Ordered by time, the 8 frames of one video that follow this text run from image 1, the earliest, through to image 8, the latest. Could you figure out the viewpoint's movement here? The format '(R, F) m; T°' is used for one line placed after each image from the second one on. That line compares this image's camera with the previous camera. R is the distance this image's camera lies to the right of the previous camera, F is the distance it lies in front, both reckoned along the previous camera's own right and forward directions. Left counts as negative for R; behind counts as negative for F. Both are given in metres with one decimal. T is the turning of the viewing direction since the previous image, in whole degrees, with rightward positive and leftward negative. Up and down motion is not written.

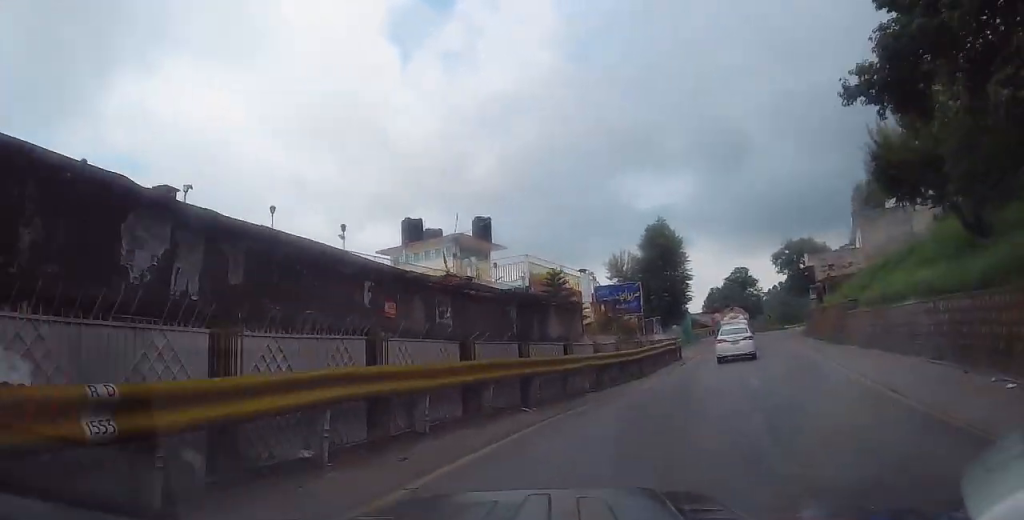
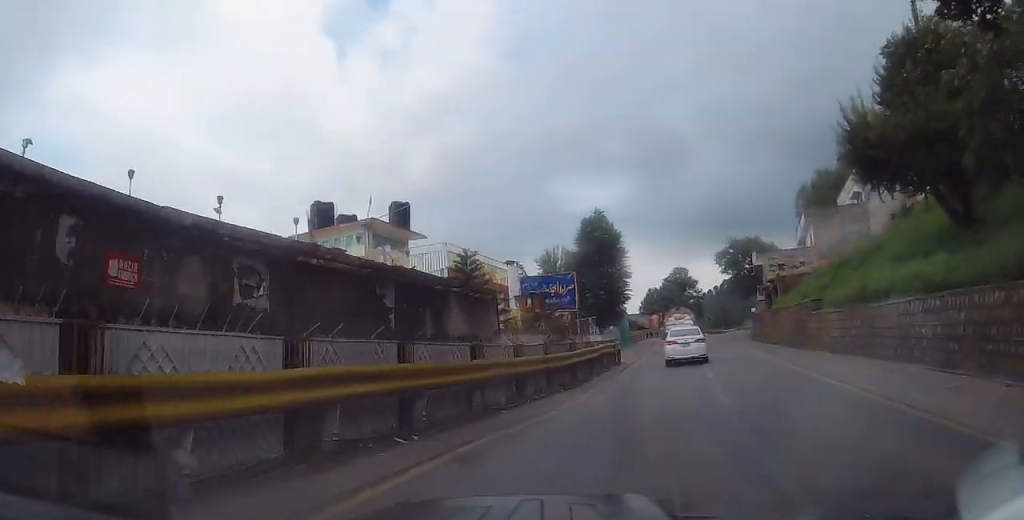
(+0.1, +3.9) m; +5°
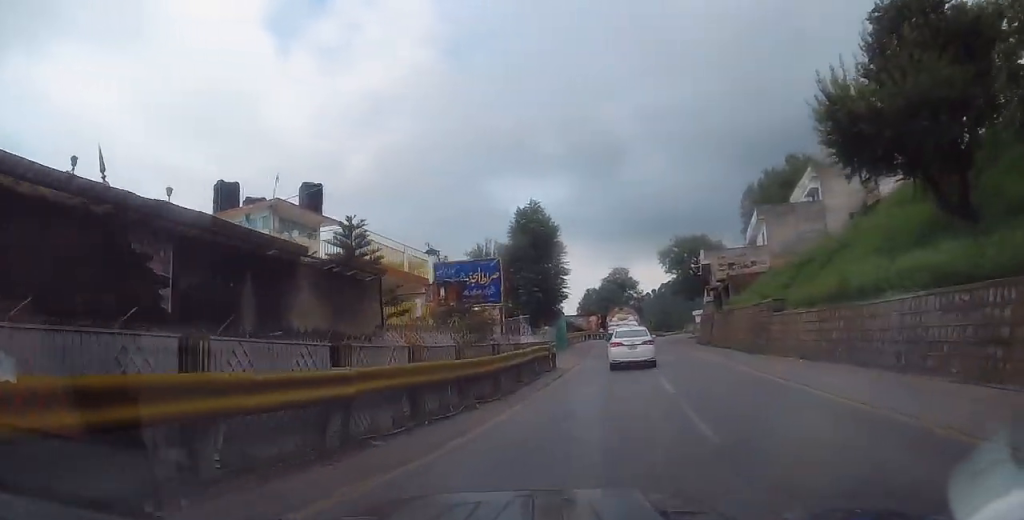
(+0.3, +3.7) m; +1°
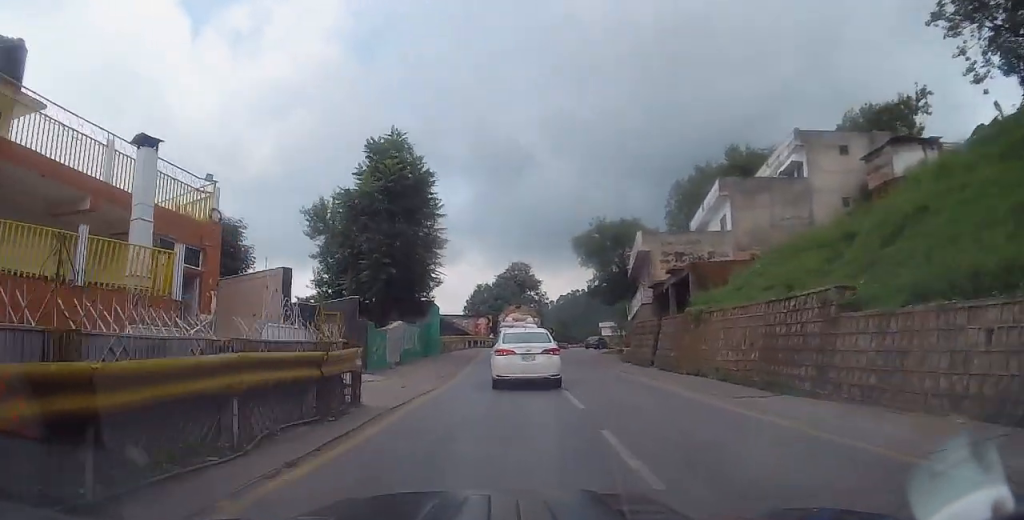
(+0.9, +14.5) m; +7°
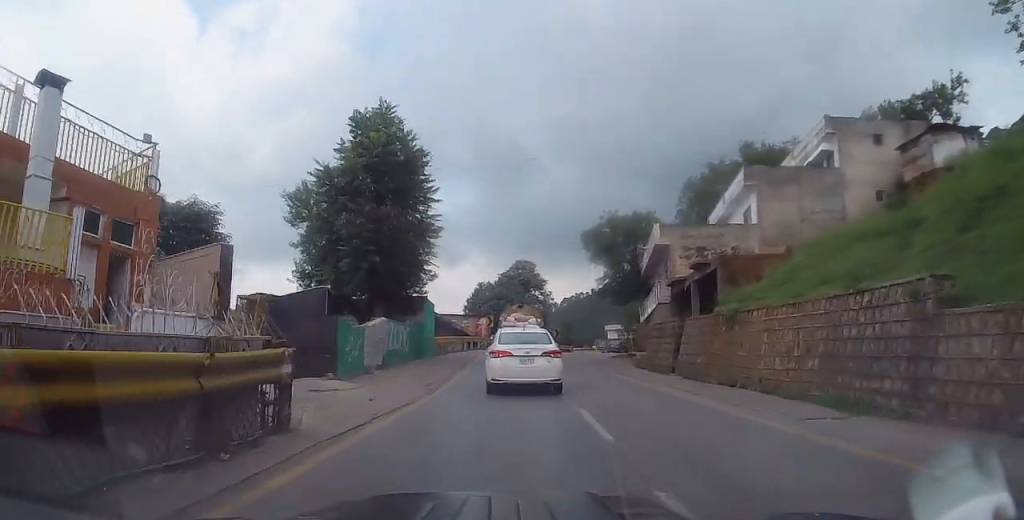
(+0.4, +3.6) m; +1°
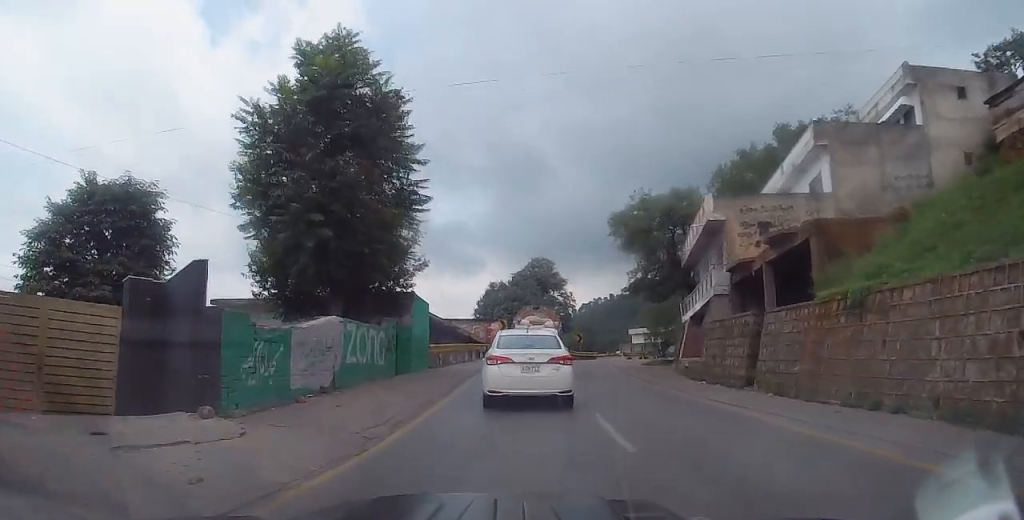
(-0.6, +6.8) m; 0°
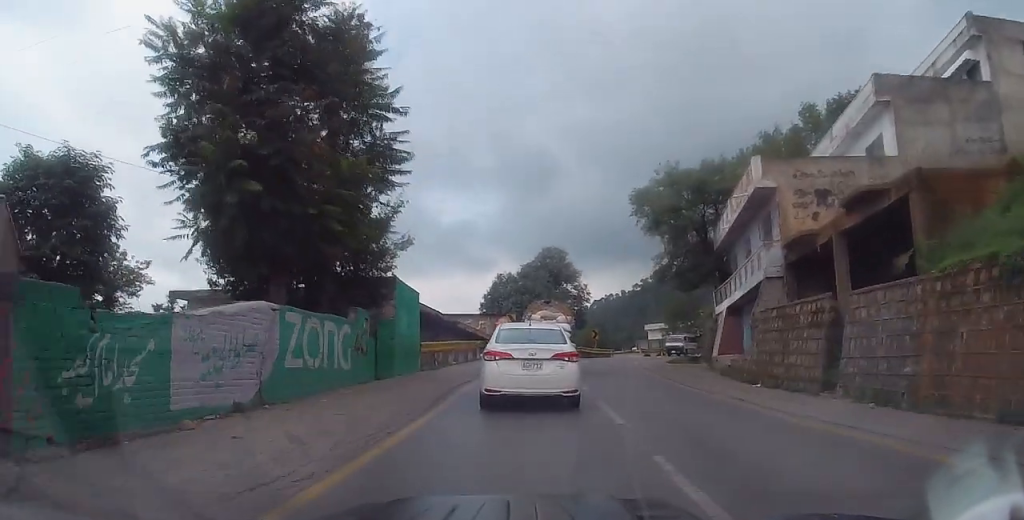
(+0.5, +4.3) m; +3°
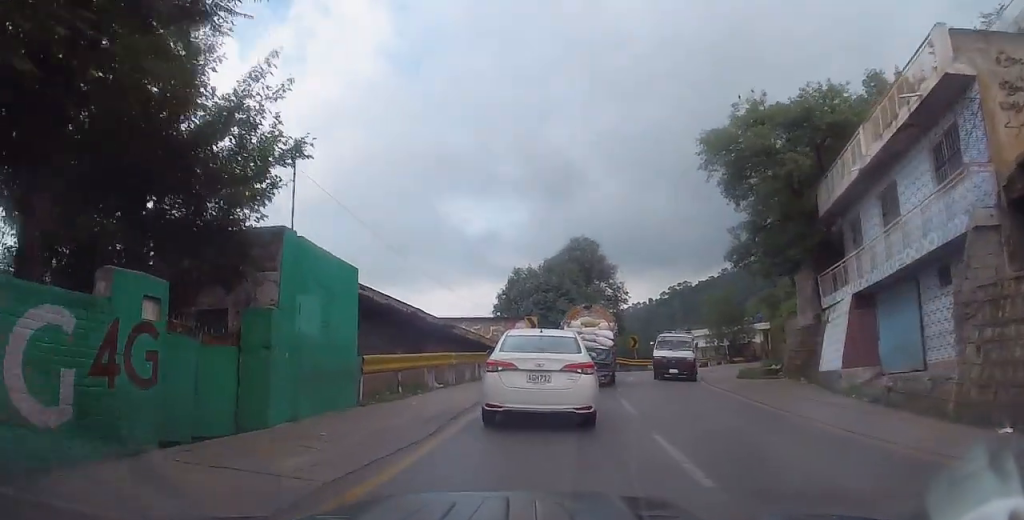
(-0.7, +9.5) m; -5°
